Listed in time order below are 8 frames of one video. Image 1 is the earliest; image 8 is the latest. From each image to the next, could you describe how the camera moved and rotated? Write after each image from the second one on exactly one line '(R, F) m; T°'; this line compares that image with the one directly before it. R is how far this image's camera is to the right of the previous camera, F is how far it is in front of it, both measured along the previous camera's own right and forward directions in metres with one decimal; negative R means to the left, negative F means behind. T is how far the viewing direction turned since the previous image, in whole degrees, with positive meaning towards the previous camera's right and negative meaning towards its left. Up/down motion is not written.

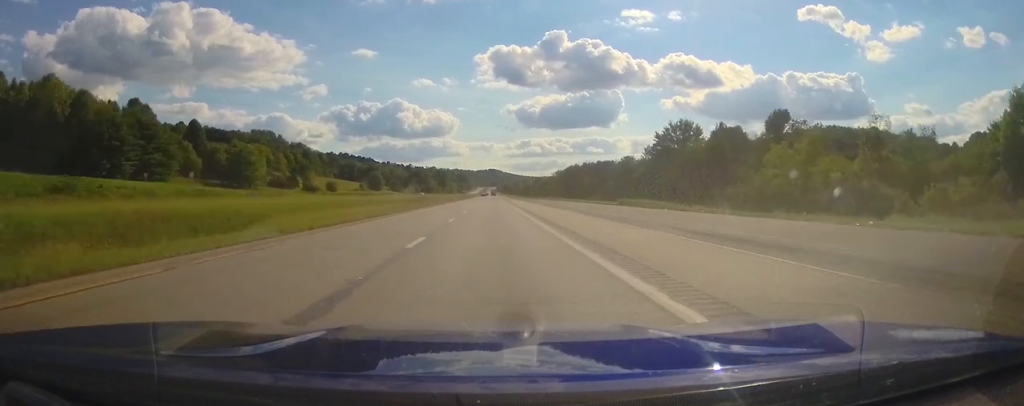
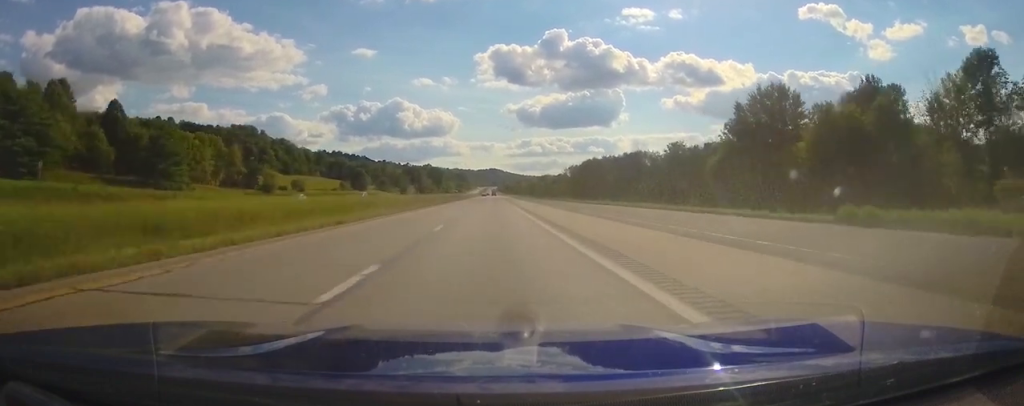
(0.0, +42.8) m; 0°
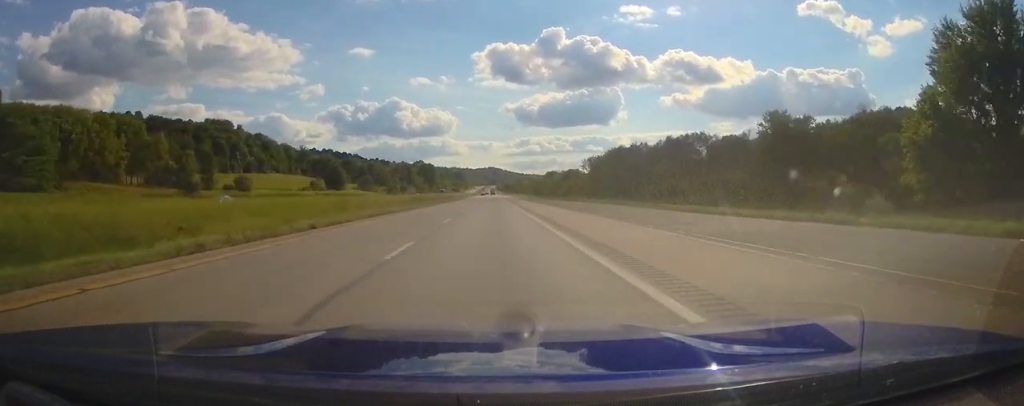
(-0.2, +44.9) m; 0°
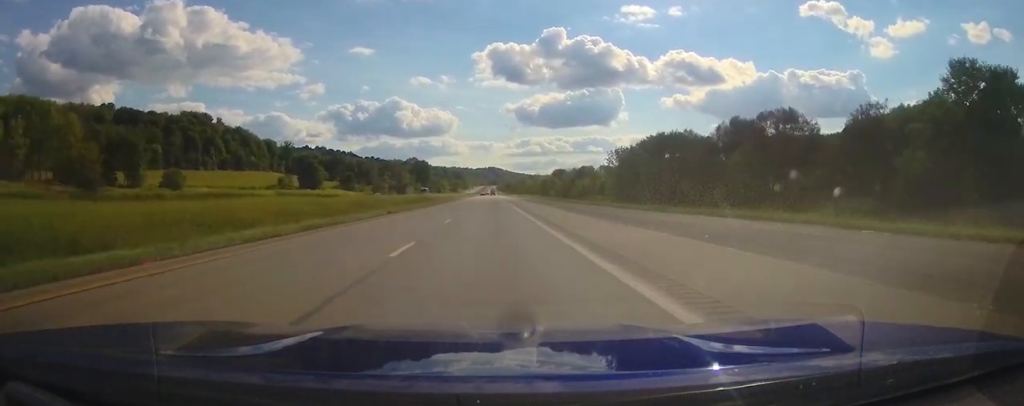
(+0.2, +36.3) m; 0°
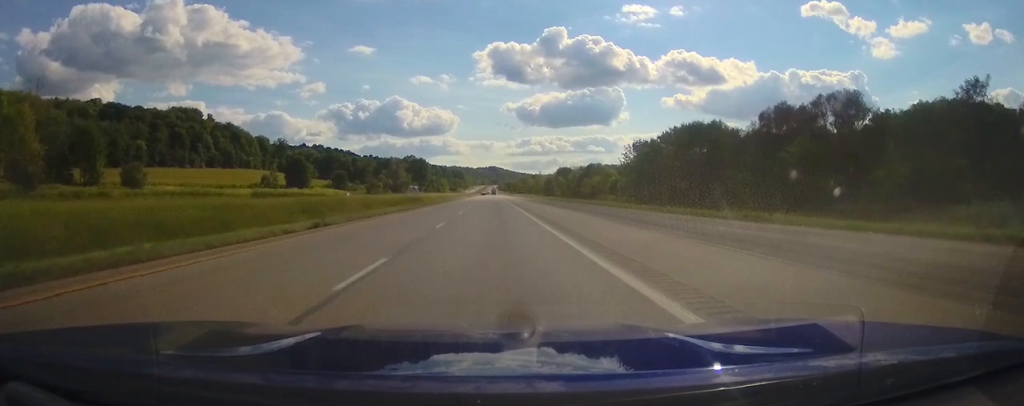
(-0.1, +16.0) m; 0°
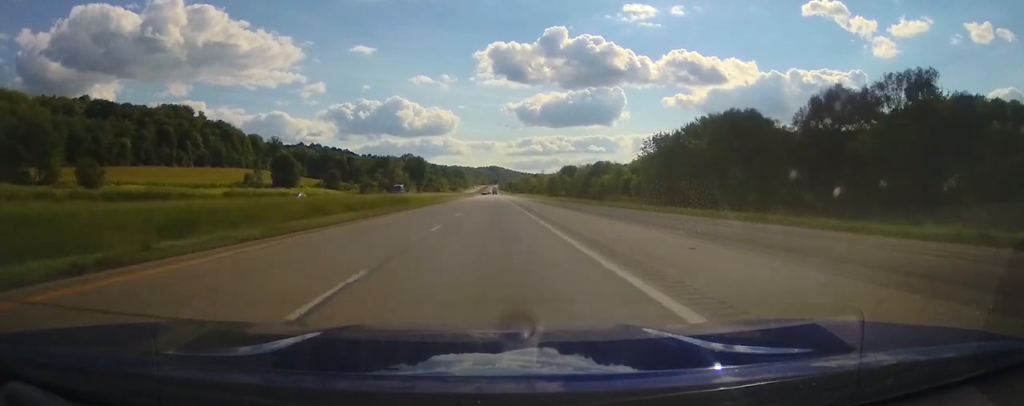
(0.0, +13.9) m; 0°
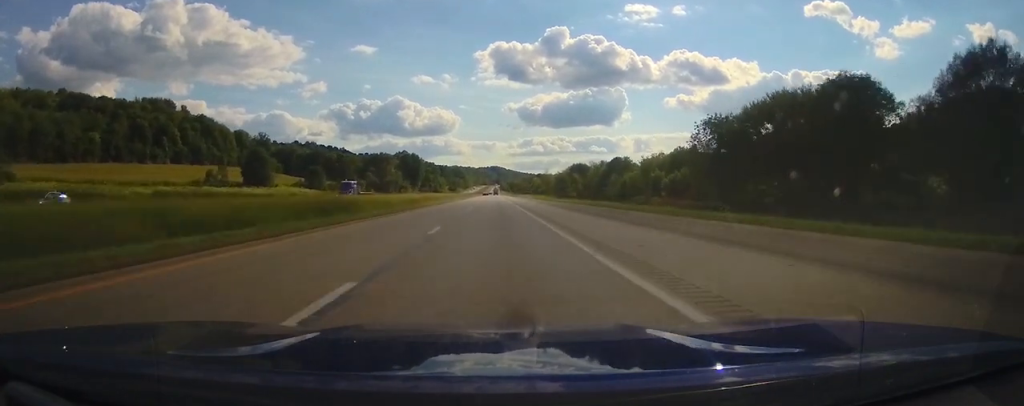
(0.0, +25.6) m; 0°
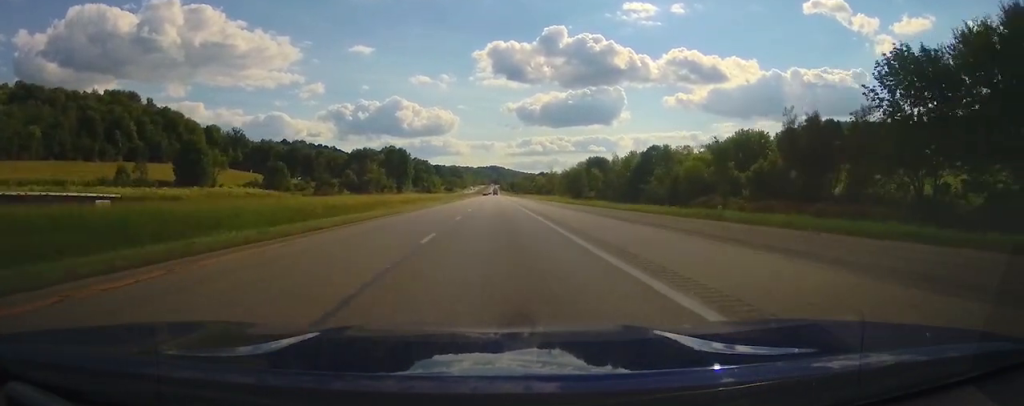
(+0.1, +39.4) m; 0°
